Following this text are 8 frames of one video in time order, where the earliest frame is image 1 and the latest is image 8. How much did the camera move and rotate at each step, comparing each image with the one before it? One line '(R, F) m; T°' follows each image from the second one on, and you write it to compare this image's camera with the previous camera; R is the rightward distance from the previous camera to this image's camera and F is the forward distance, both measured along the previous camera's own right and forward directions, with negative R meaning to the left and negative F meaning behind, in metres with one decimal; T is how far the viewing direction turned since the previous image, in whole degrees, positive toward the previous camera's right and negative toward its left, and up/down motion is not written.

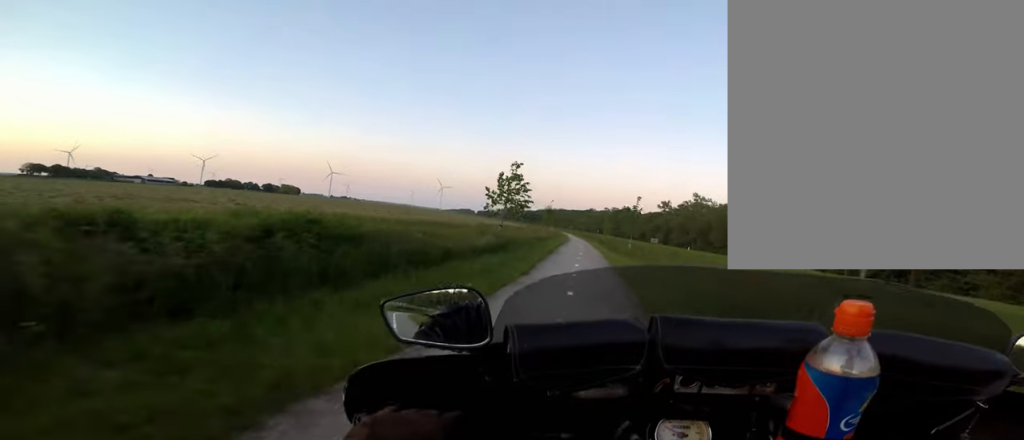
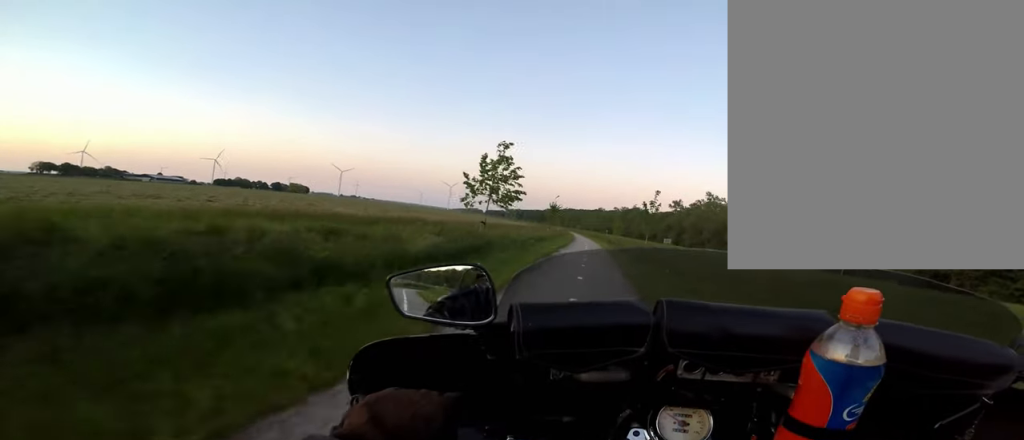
(-0.7, +3.8) m; 0°
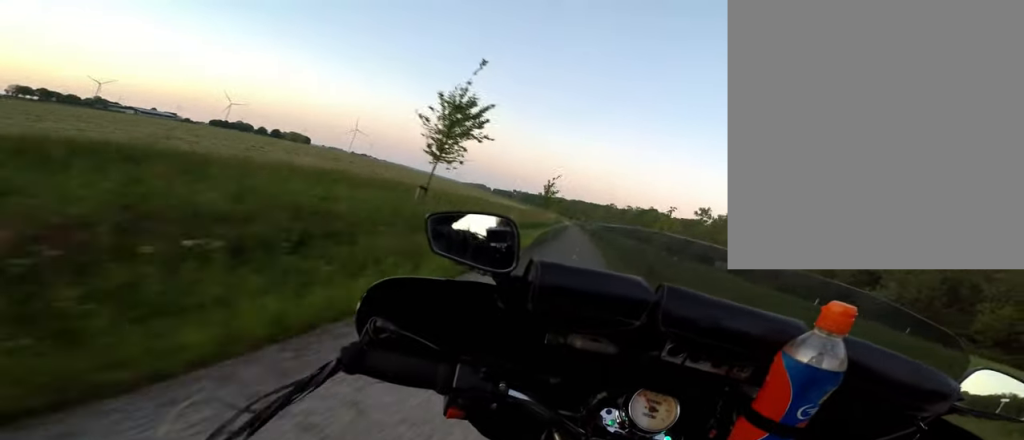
(-0.9, +30.2) m; 0°
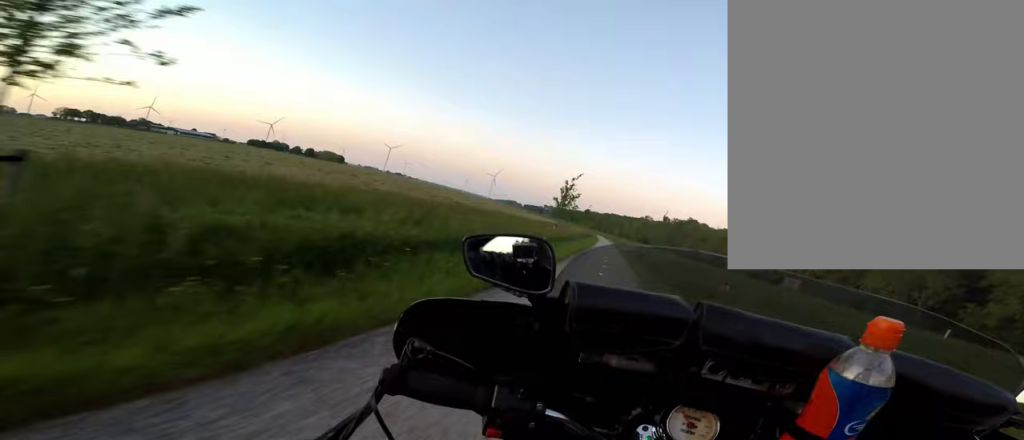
(+0.6, +8.1) m; +2°
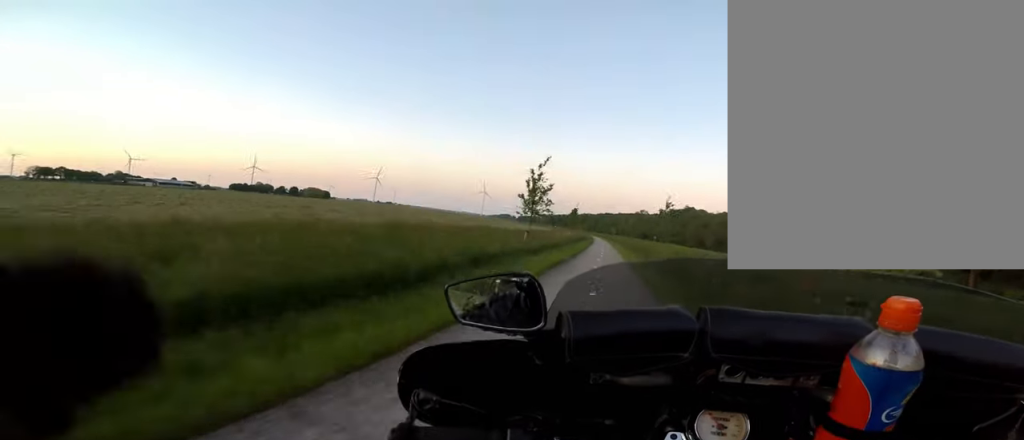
(+0.6, +7.3) m; -1°
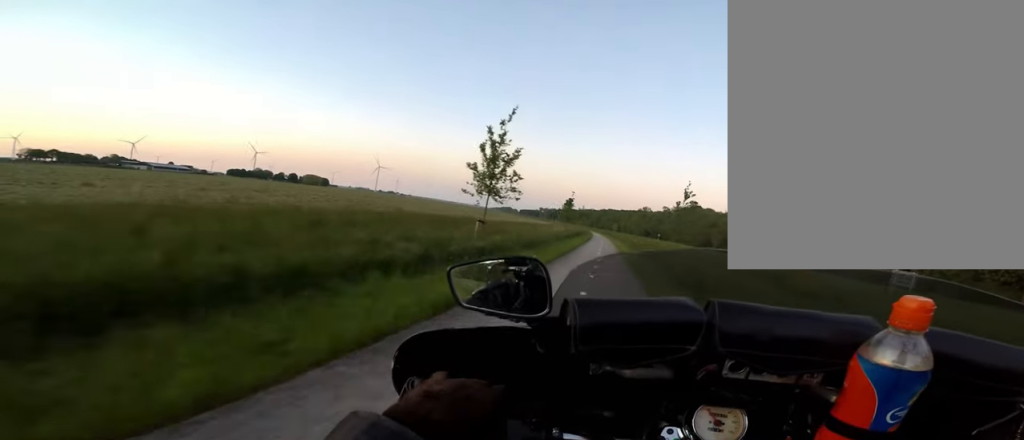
(-1.0, +6.9) m; -3°
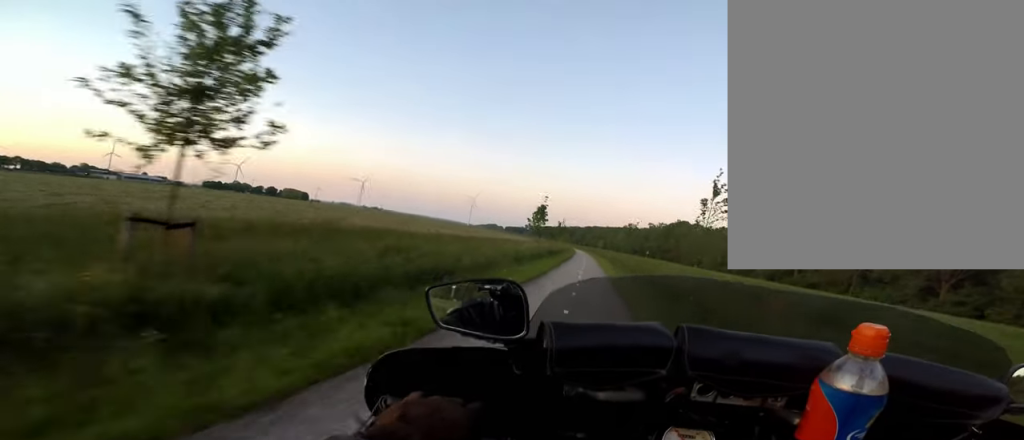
(-0.1, +9.2) m; -1°
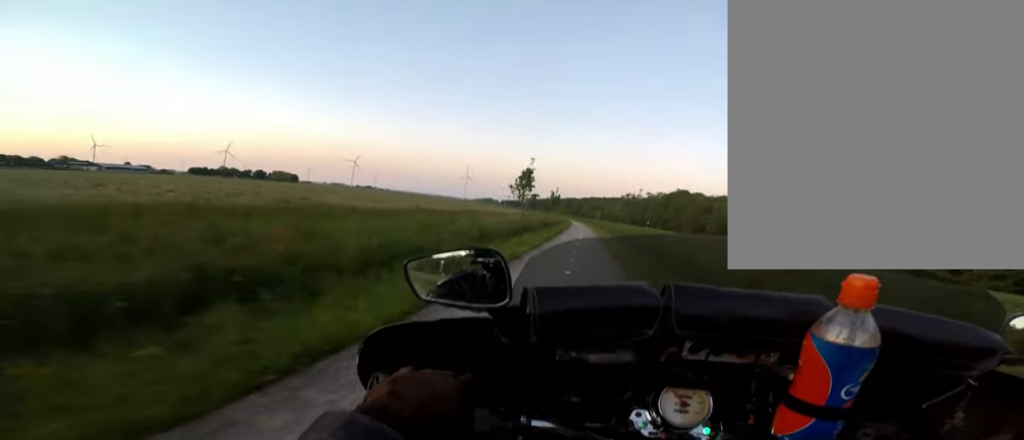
(+0.3, +5.0) m; 0°
